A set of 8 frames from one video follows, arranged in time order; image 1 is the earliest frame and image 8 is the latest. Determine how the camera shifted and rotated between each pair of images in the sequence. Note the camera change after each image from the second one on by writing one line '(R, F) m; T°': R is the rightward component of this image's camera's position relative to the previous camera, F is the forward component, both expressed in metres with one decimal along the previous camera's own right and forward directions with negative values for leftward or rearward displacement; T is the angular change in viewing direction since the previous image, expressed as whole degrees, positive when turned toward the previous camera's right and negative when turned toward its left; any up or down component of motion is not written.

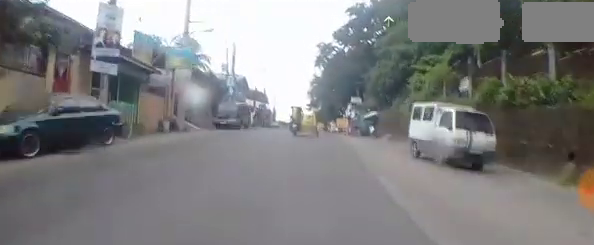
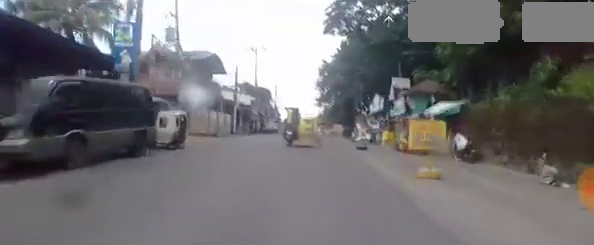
(0.0, +18.4) m; -3°
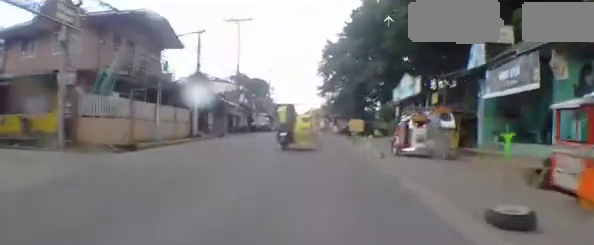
(-0.3, +12.4) m; 0°
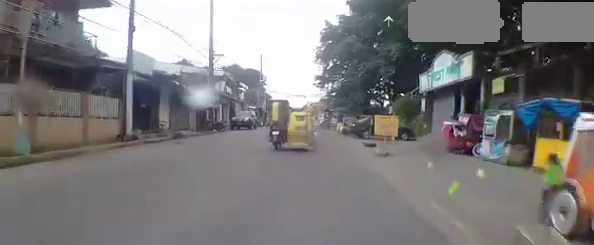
(+0.2, +8.6) m; +1°
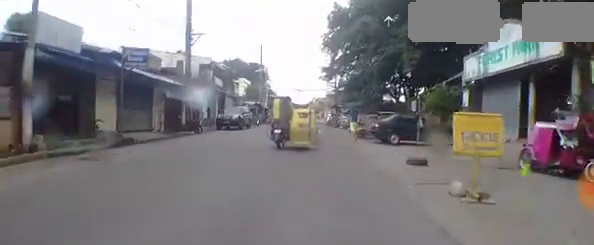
(0.0, +6.4) m; -1°
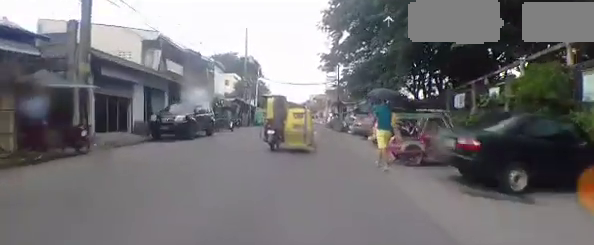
(-0.1, +10.0) m; +1°
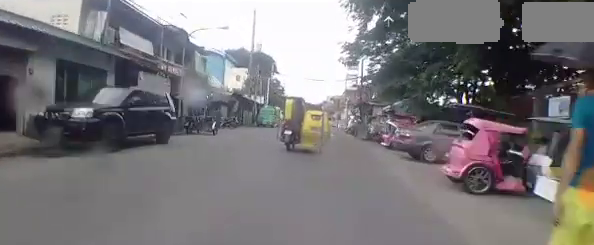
(+0.2, +7.1) m; -1°
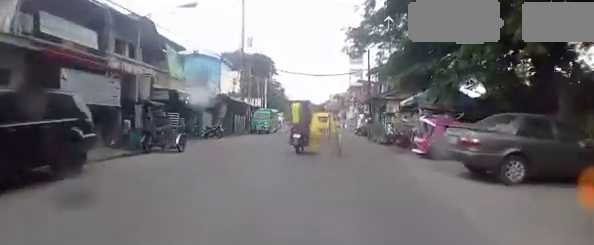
(+0.2, +4.4) m; -2°
